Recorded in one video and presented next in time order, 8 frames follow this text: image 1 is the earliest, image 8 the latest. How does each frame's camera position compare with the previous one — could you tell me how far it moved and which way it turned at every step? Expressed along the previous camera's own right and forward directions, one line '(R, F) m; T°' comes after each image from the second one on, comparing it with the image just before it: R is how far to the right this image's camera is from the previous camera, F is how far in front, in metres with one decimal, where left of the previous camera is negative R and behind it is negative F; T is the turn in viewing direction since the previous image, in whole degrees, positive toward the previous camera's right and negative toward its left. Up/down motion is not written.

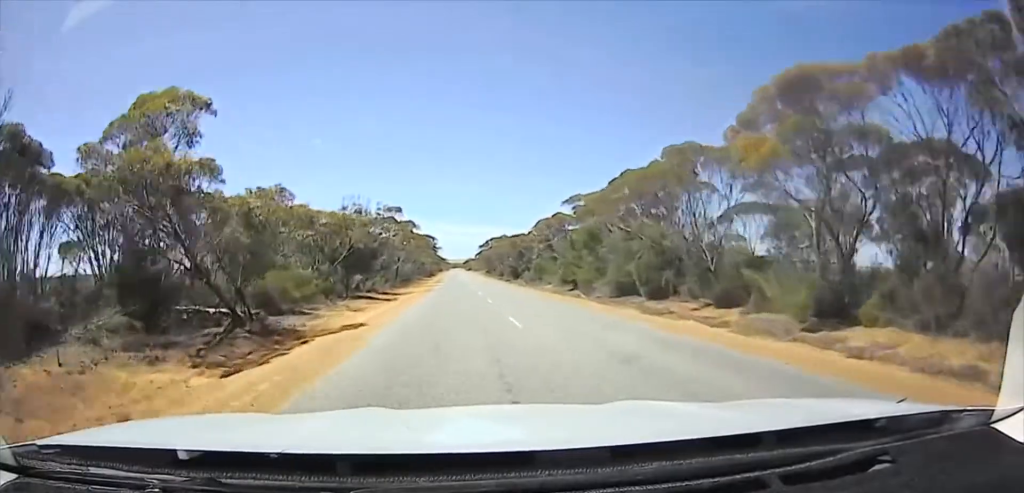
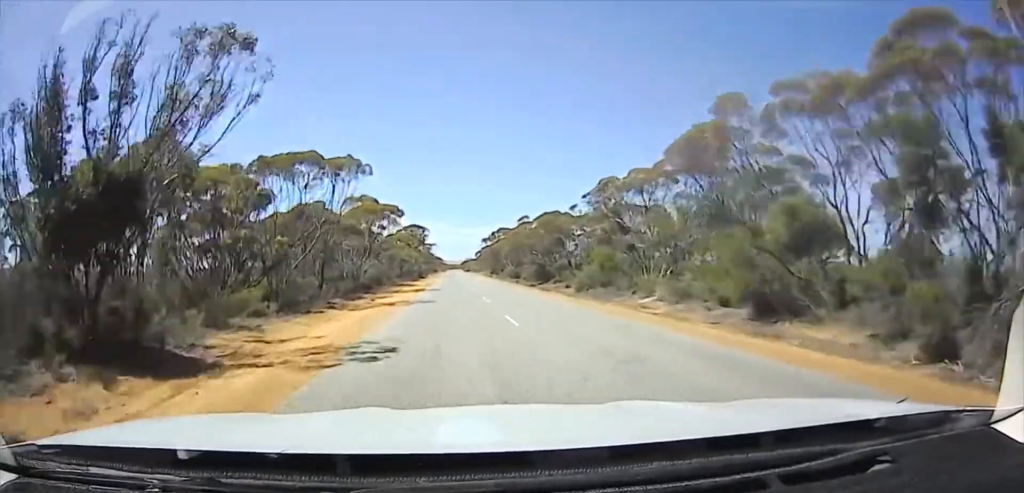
(-0.5, +35.3) m; -1°
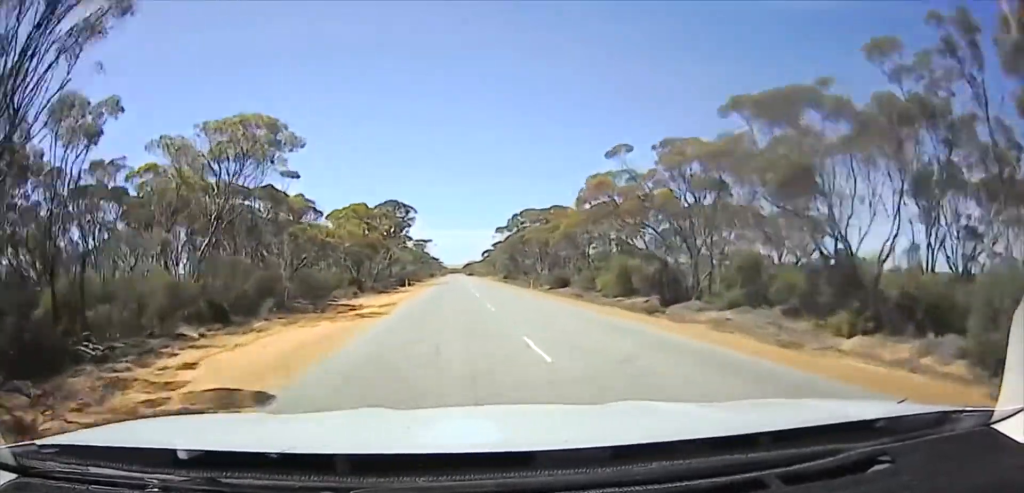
(+0.2, +38.5) m; 0°
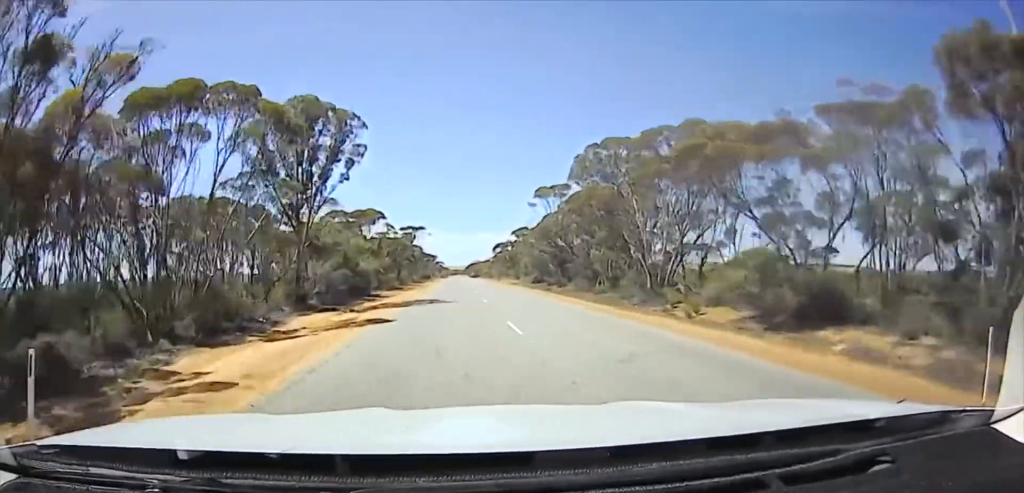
(0.0, +35.7) m; 0°
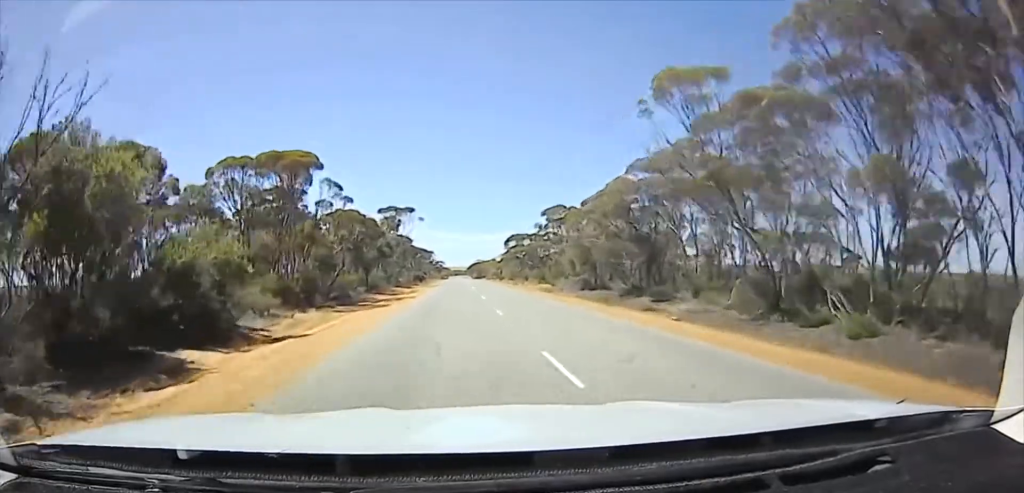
(0.0, +23.0) m; 0°
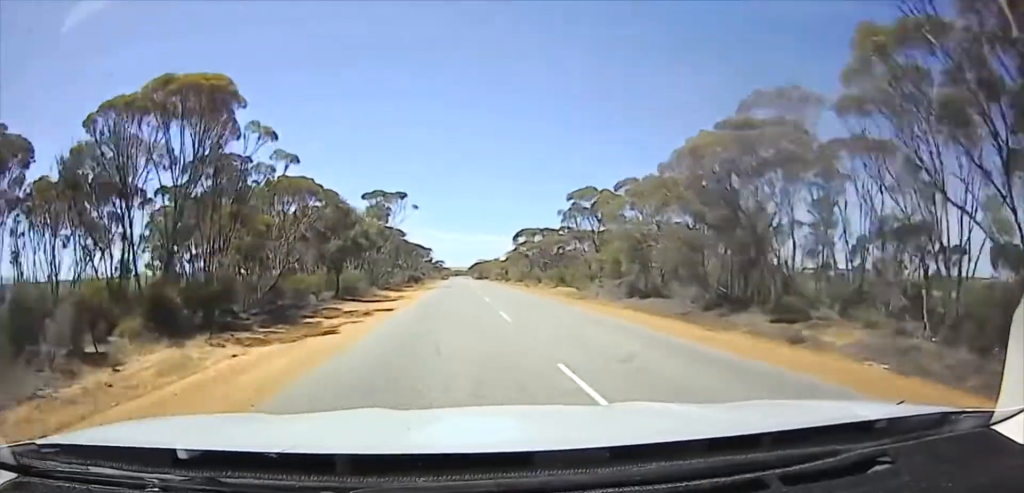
(0.0, +9.8) m; 0°
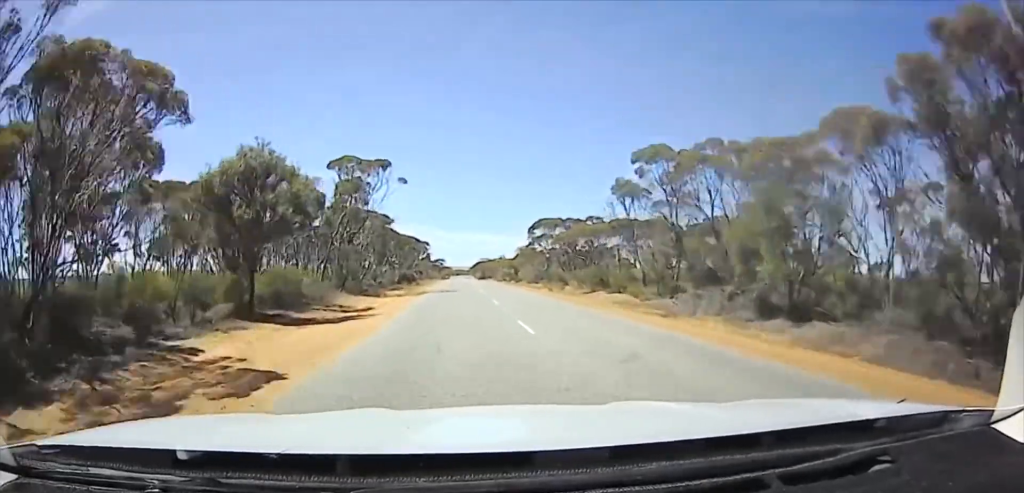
(0.0, +12.5) m; 0°
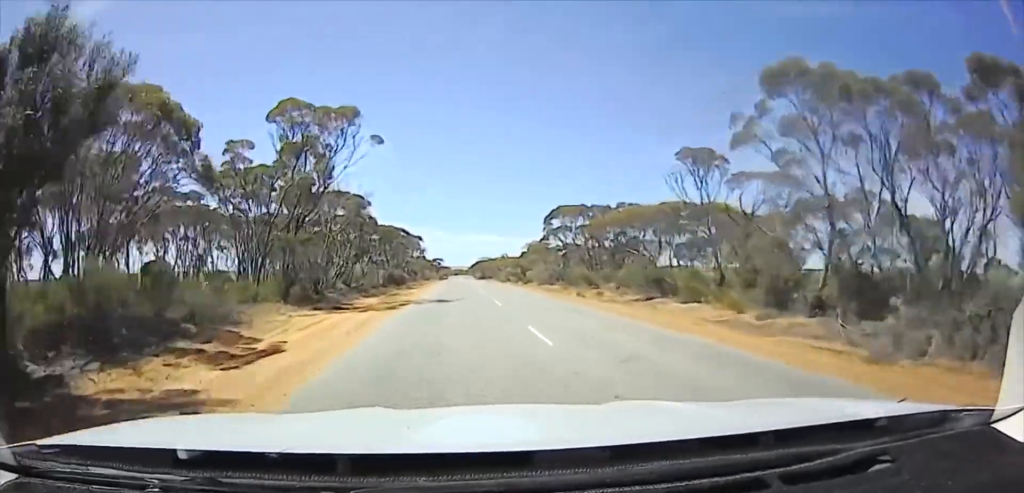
(0.0, +10.4) m; 0°
